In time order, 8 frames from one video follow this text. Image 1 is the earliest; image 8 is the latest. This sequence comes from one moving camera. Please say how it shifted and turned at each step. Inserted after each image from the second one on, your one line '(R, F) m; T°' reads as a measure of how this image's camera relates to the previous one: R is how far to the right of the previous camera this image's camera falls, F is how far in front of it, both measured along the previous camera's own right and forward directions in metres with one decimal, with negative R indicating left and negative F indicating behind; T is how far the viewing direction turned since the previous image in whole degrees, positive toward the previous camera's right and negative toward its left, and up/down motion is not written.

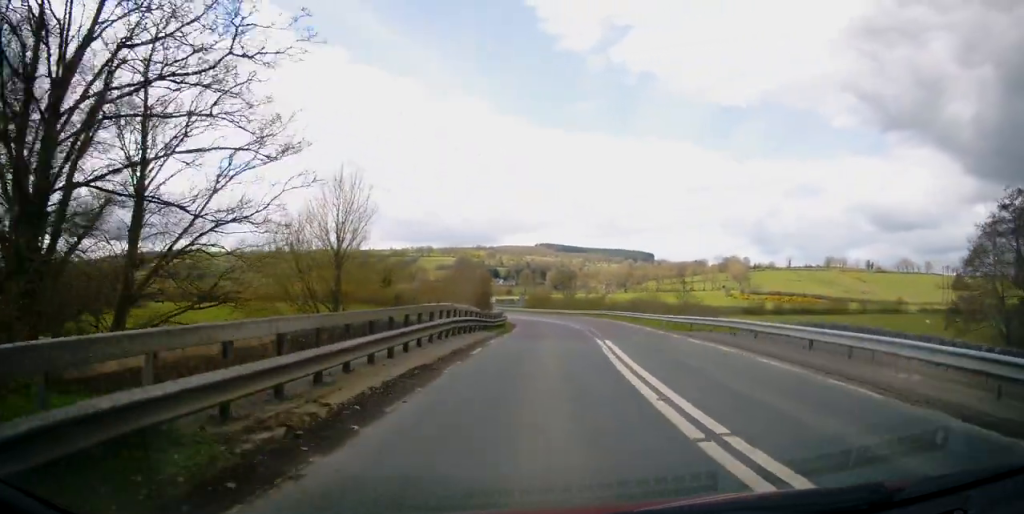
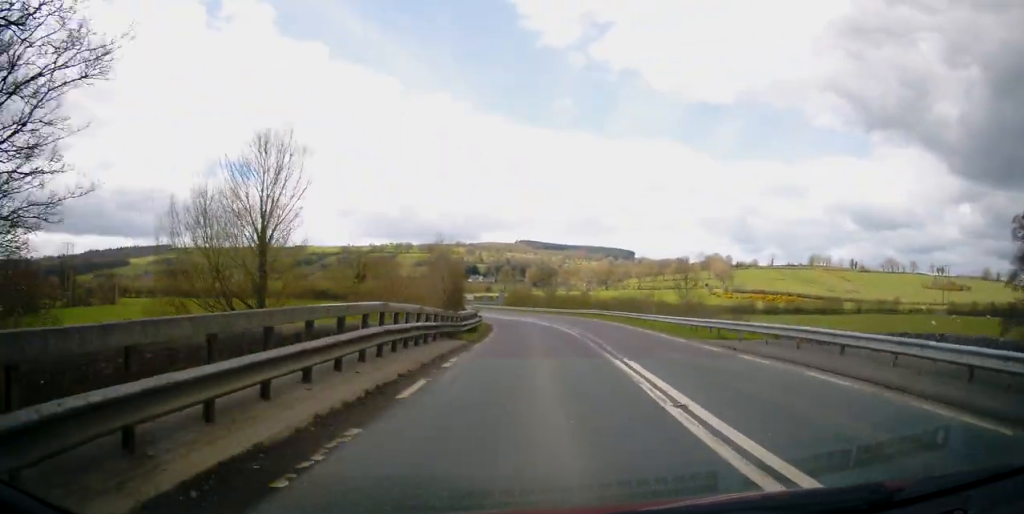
(0.0, +6.8) m; +4°
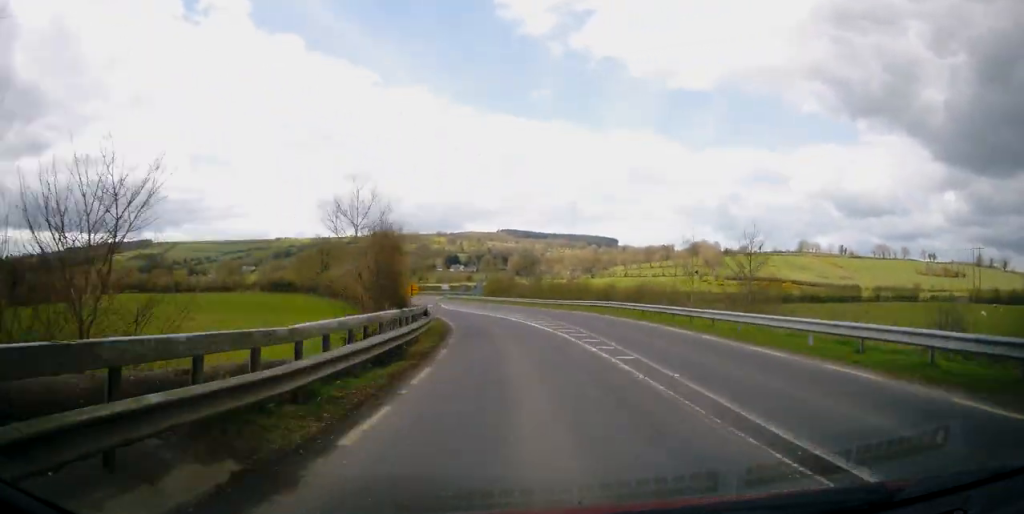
(+1.2, +16.0) m; +3°
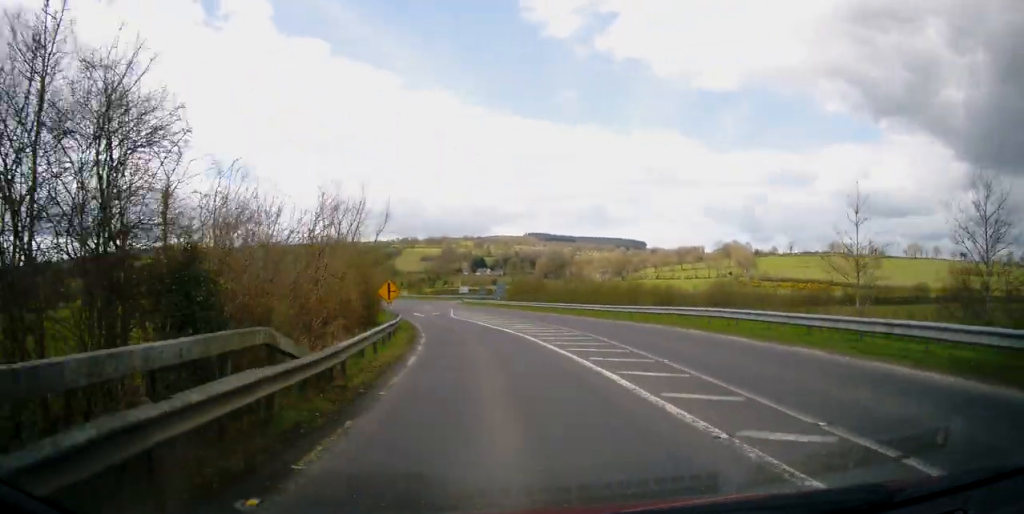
(-0.6, +16.1) m; -3°
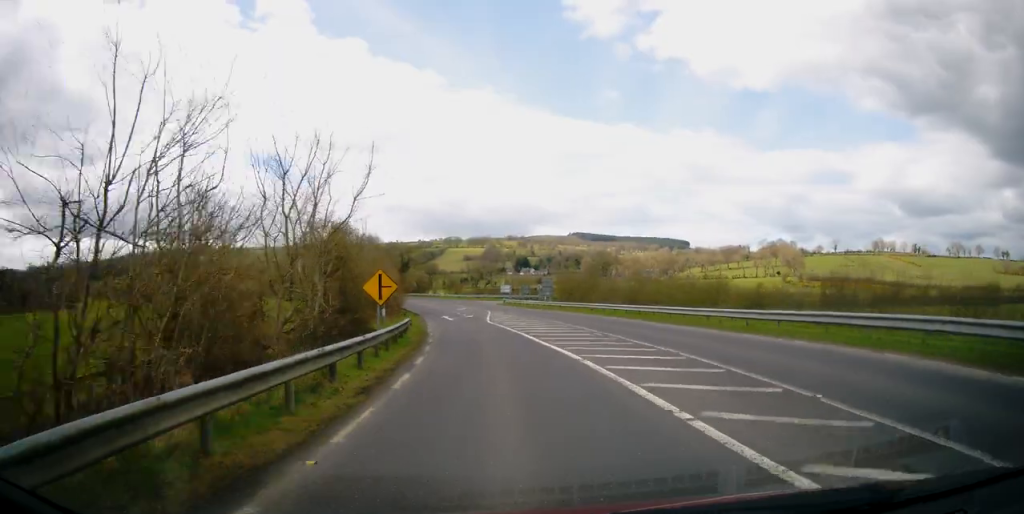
(+0.1, +10.6) m; -3°
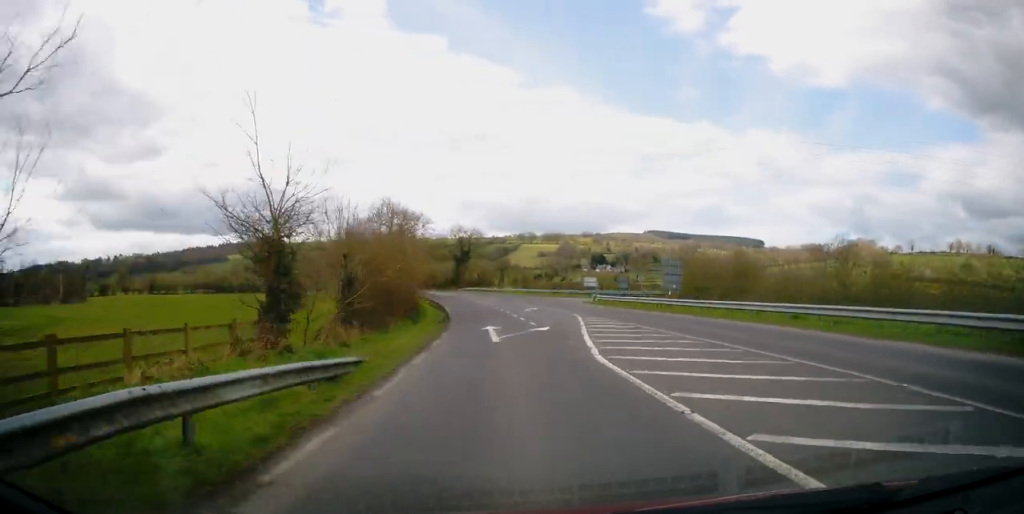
(-1.7, +24.9) m; -5°
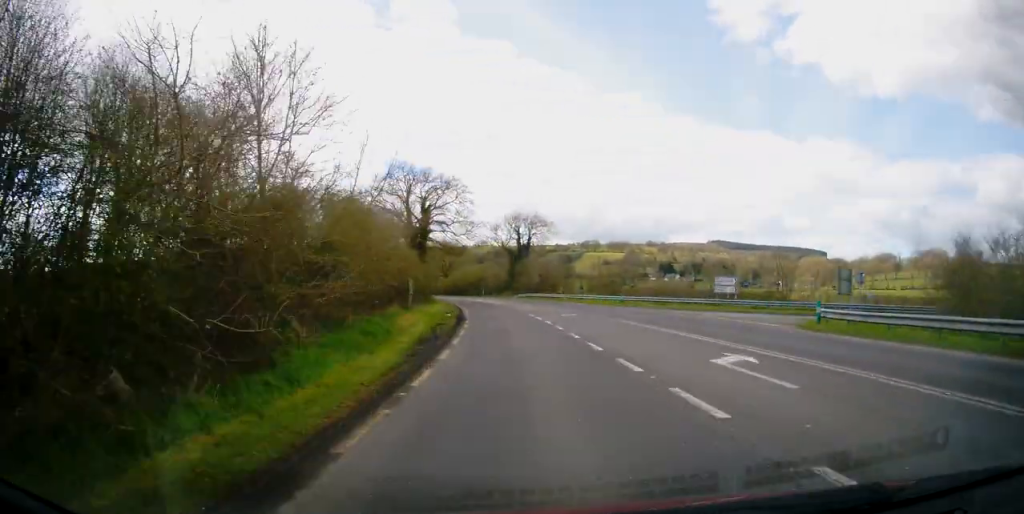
(-1.4, +30.5) m; -7°
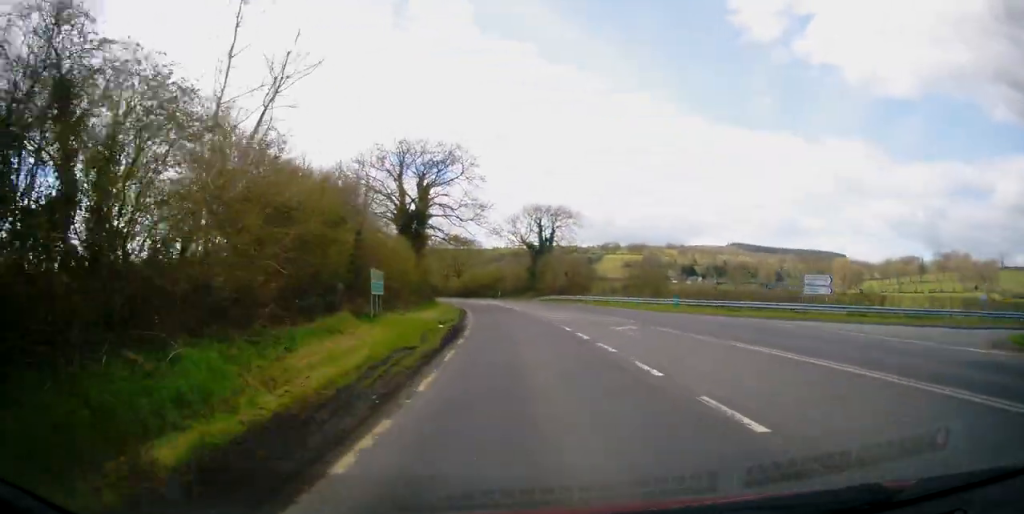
(-0.6, +12.4) m; -2°
